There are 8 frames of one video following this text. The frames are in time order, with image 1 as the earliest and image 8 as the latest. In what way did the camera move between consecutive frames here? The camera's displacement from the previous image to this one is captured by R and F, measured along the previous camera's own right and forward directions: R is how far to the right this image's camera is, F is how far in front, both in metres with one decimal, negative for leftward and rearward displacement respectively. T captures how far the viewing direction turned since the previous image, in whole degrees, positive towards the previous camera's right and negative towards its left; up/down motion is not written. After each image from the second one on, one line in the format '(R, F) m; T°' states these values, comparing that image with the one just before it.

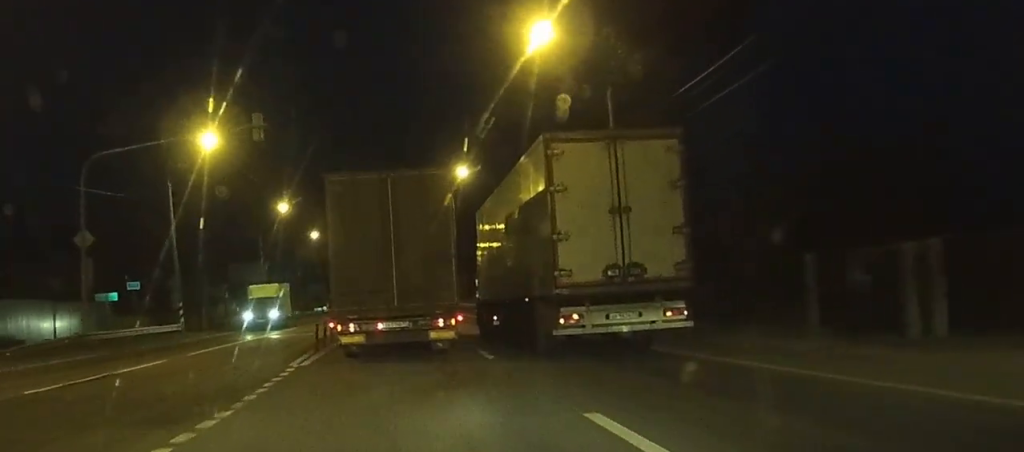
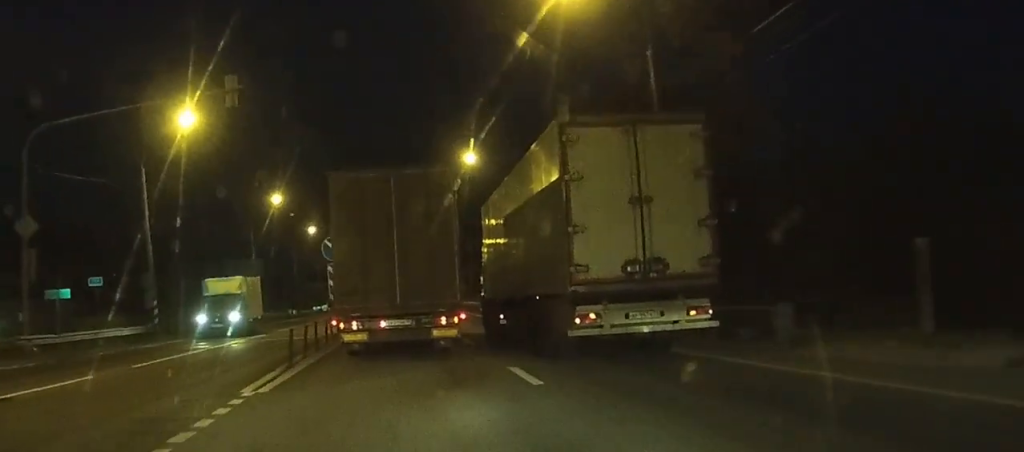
(0.0, +5.8) m; 0°
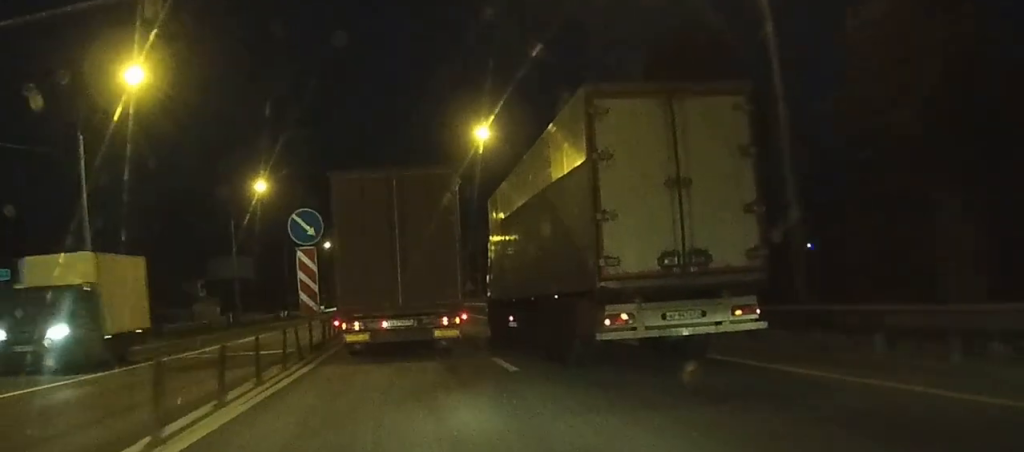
(0.0, +9.6) m; 0°
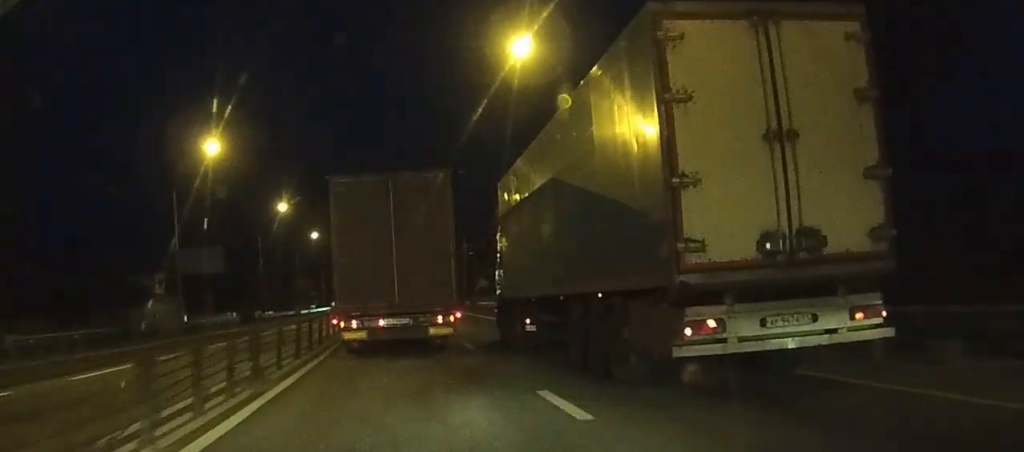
(+0.1, +18.2) m; +1°
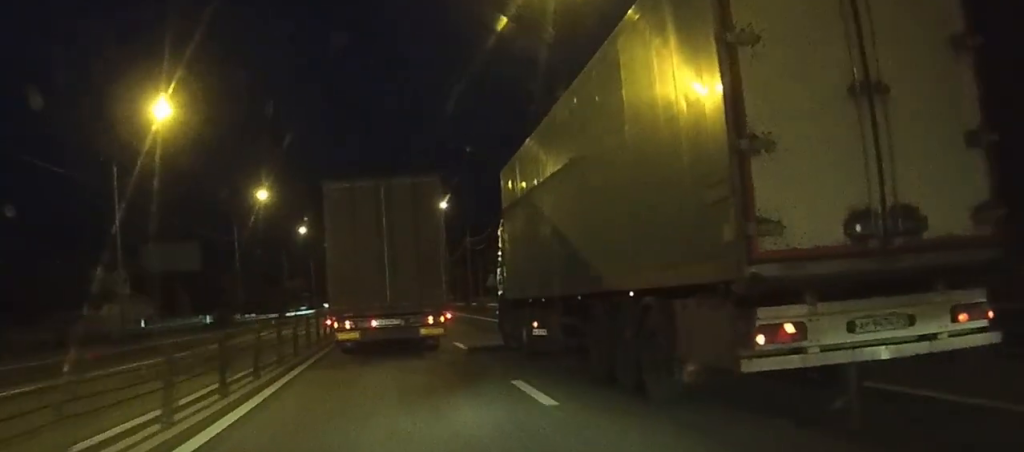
(+0.1, +11.0) m; 0°
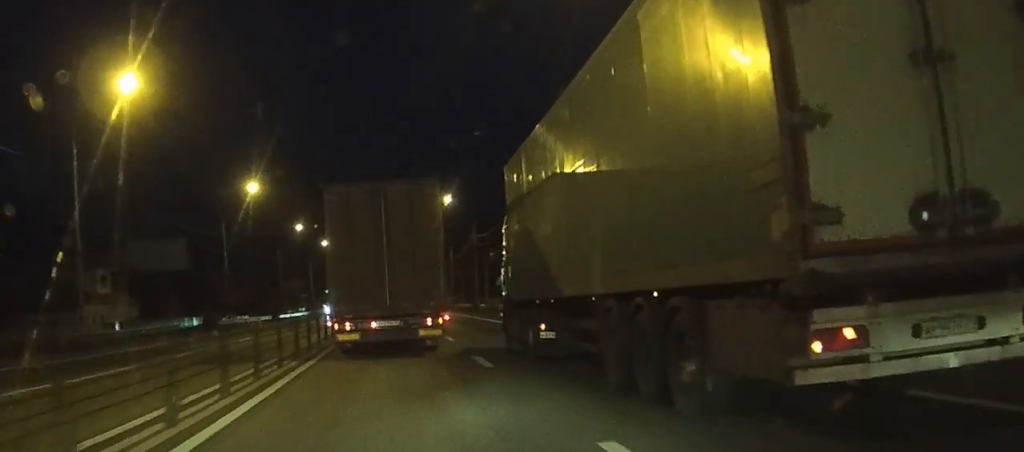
(0.0, +5.8) m; 0°
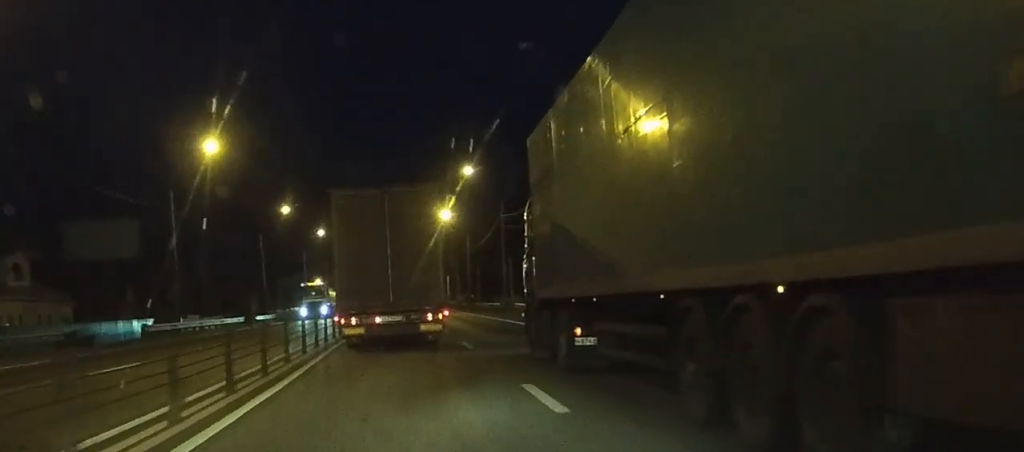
(-0.2, +18.2) m; -1°
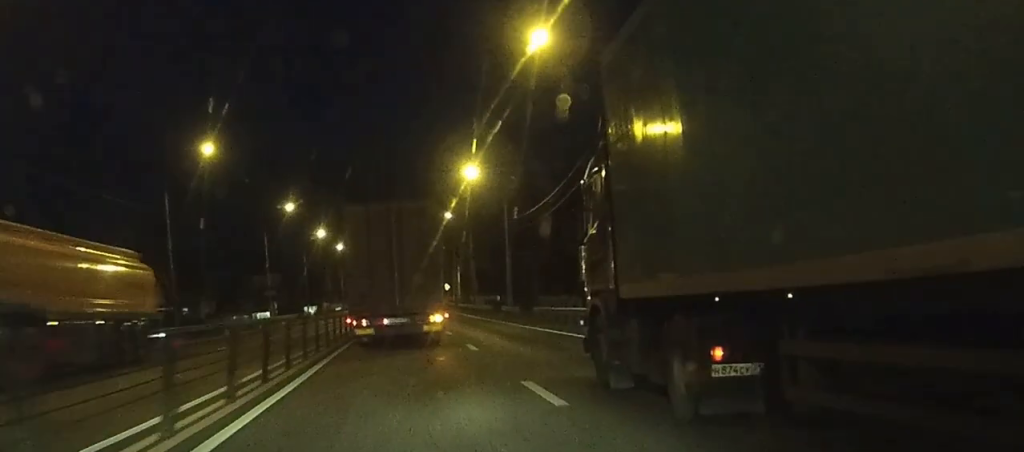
(-0.2, +35.2) m; 0°
